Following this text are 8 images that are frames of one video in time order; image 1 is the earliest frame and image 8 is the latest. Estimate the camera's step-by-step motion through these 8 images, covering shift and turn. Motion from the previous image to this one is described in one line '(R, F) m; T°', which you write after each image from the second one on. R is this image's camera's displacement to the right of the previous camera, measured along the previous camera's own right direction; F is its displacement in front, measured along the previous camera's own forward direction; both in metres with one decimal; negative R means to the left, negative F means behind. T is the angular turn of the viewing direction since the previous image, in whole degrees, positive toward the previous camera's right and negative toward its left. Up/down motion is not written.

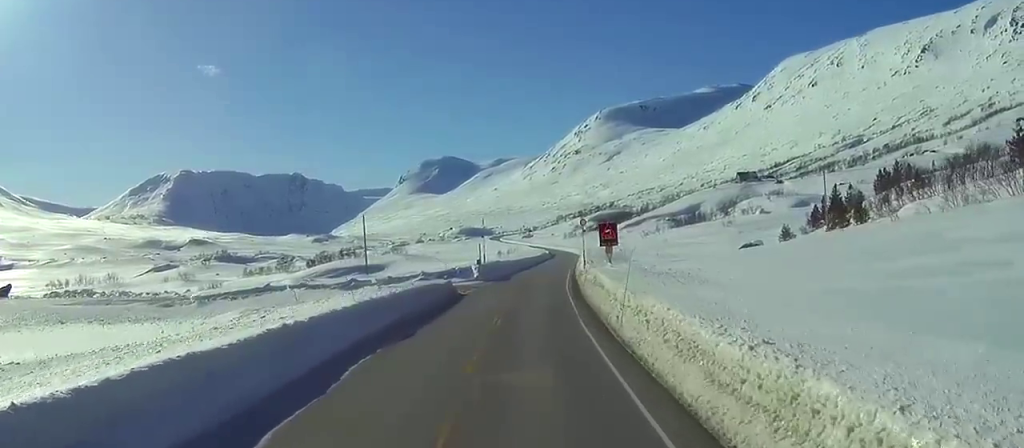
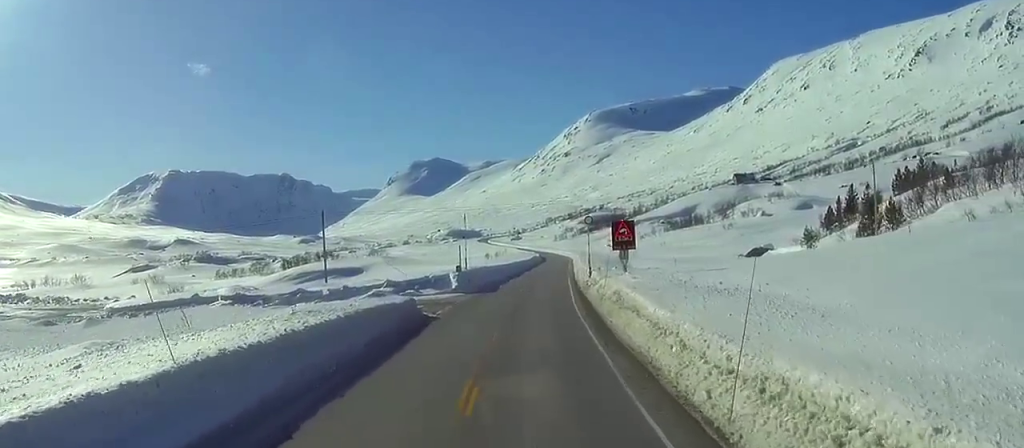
(+0.2, +17.3) m; +1°
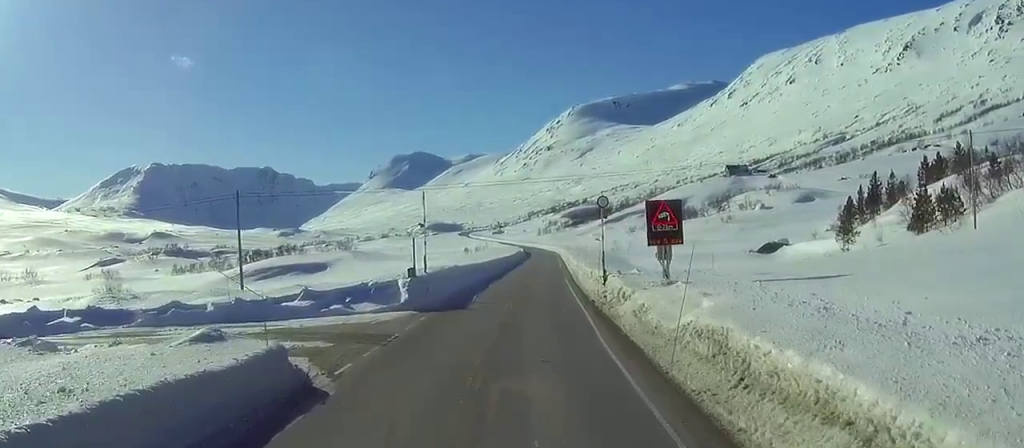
(+0.4, +22.4) m; +2°
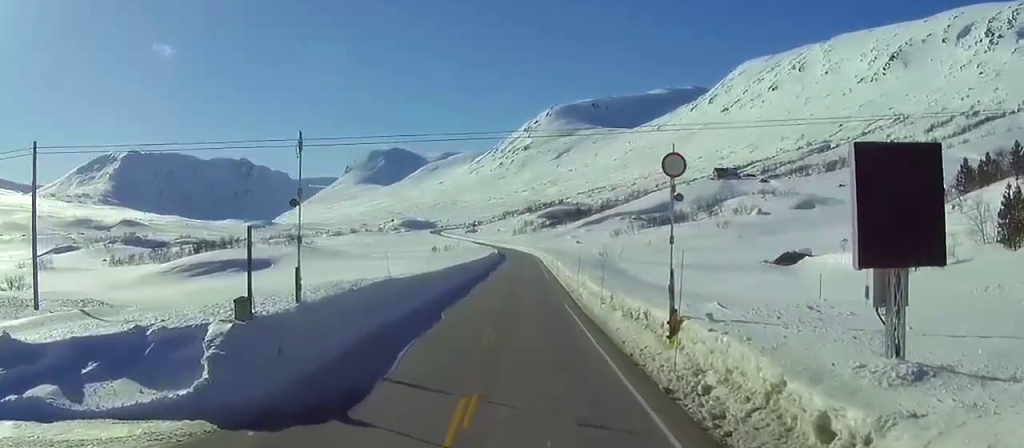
(+0.5, +26.6) m; +1°
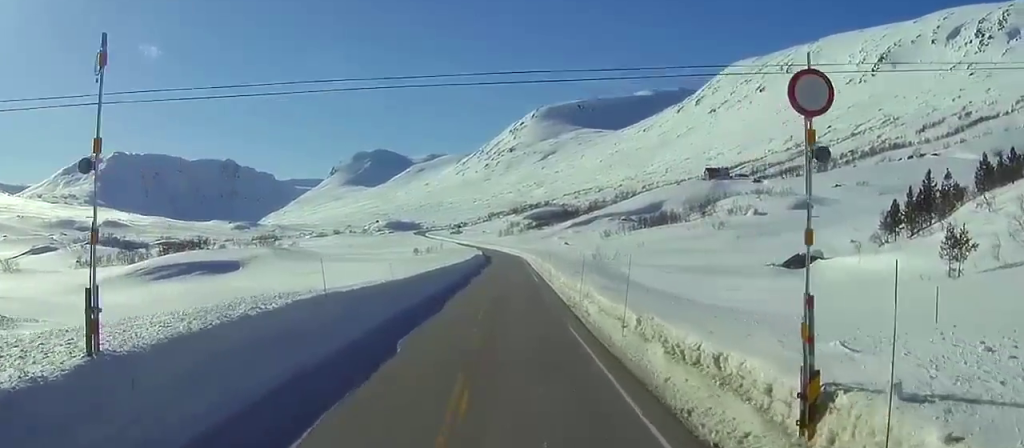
(+0.1, +12.0) m; 0°
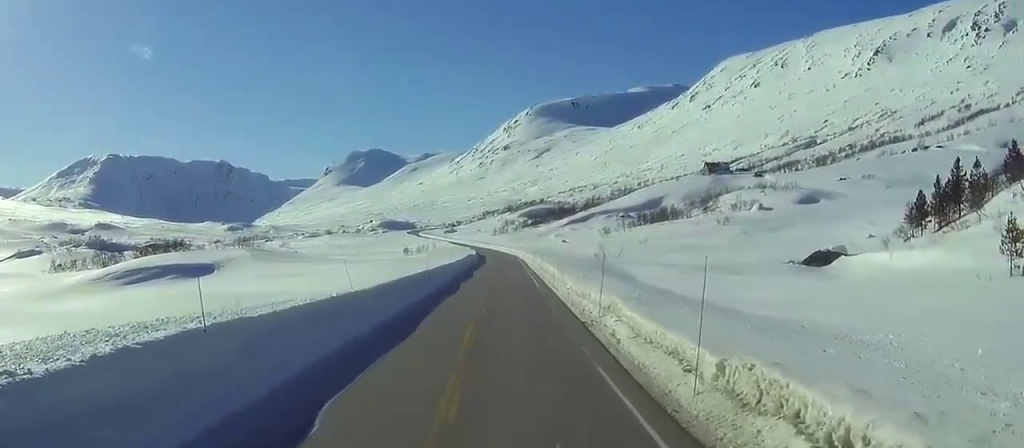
(-0.1, +11.7) m; 0°
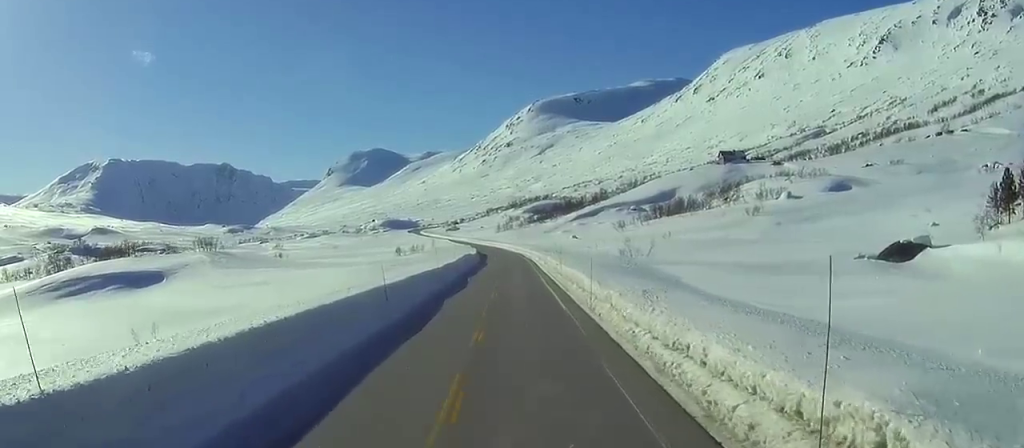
(-0.1, +25.2) m; -1°
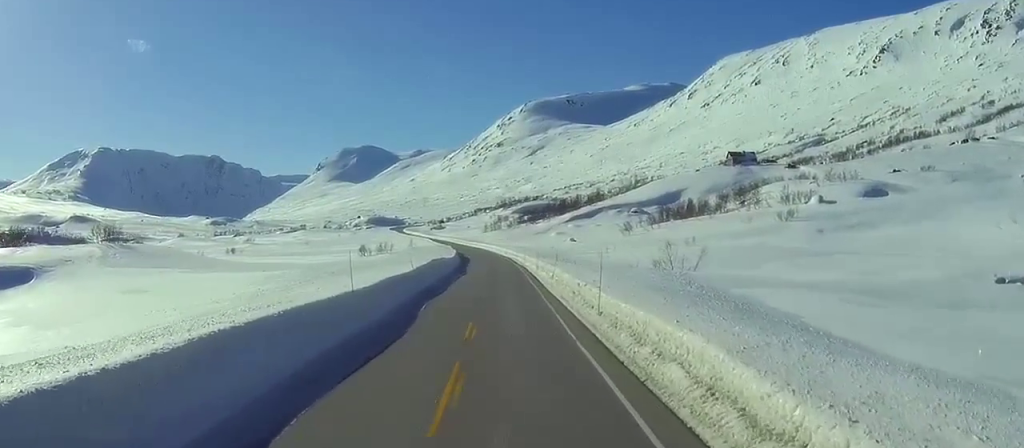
(-0.3, +34.0) m; -1°
